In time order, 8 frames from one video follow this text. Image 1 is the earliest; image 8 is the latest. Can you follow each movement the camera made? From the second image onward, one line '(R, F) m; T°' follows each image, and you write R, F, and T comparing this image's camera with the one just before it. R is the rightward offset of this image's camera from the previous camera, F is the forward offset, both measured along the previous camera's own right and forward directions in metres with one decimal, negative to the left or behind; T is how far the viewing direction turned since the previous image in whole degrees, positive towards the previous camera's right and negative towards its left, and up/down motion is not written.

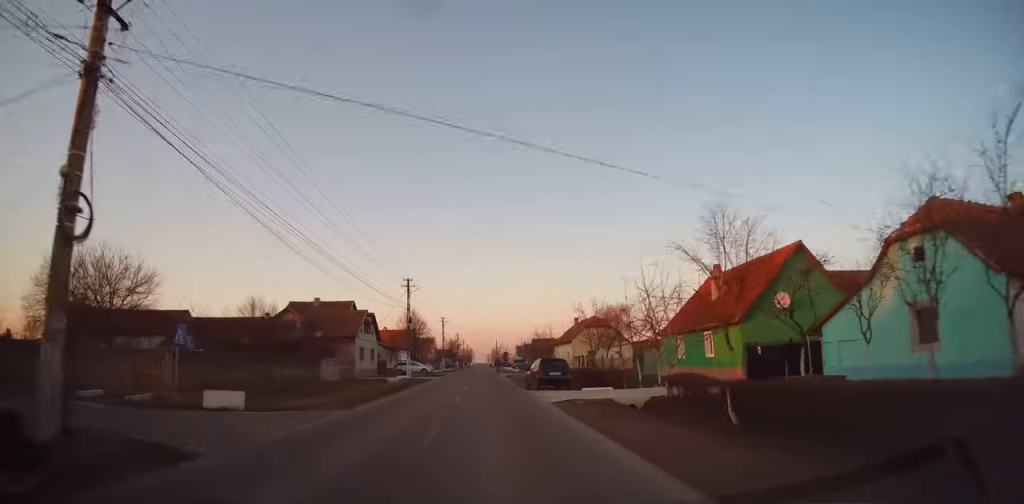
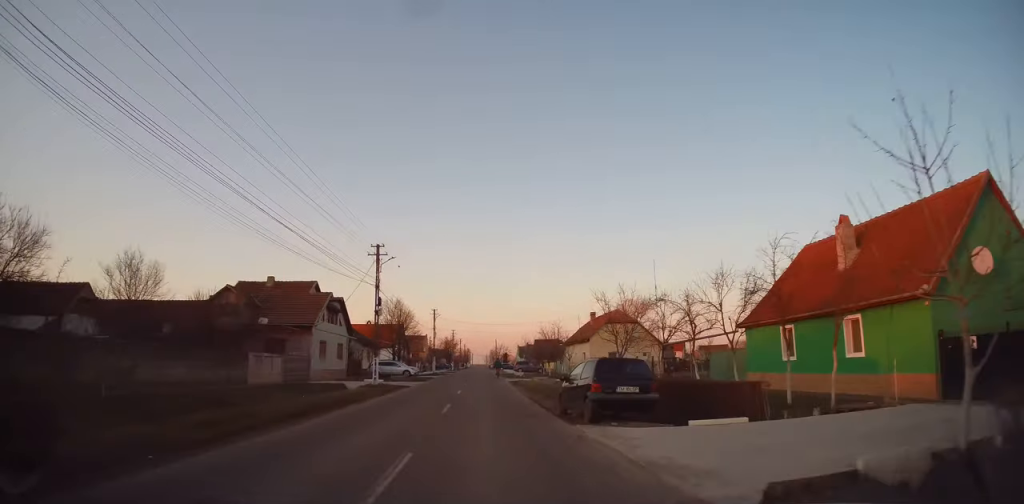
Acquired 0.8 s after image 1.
(0.0, +12.4) m; -1°
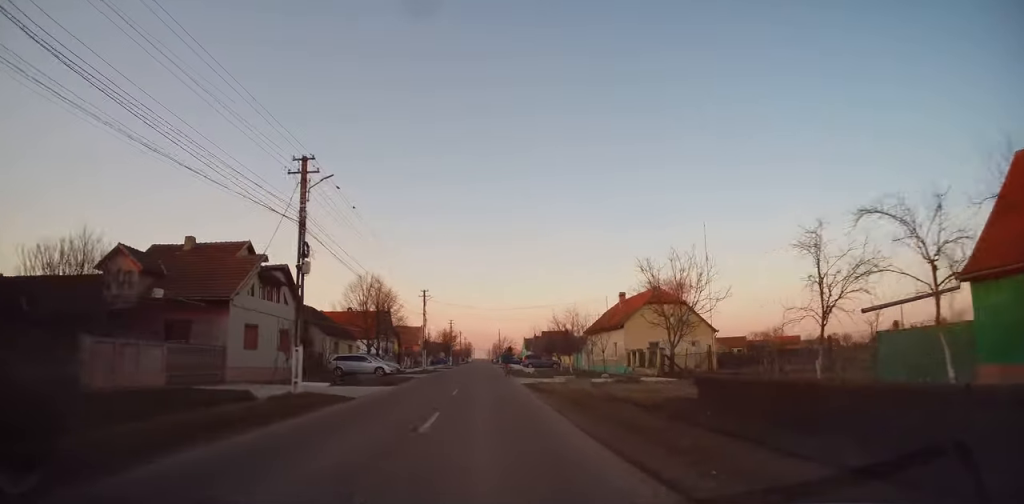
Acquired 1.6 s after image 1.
(-0.2, +13.3) m; 0°
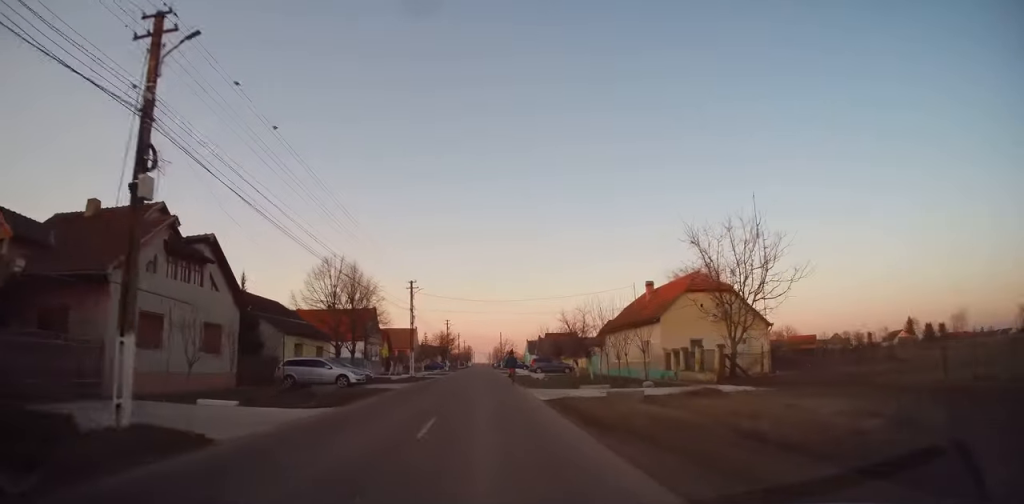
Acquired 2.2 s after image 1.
(0.0, +9.2) m; 0°
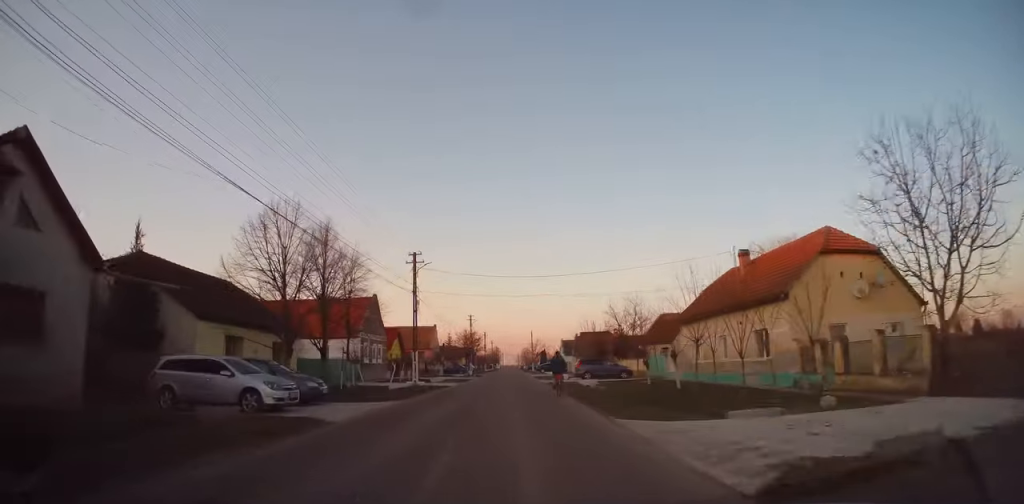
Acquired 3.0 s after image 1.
(+0.3, +12.7) m; -1°
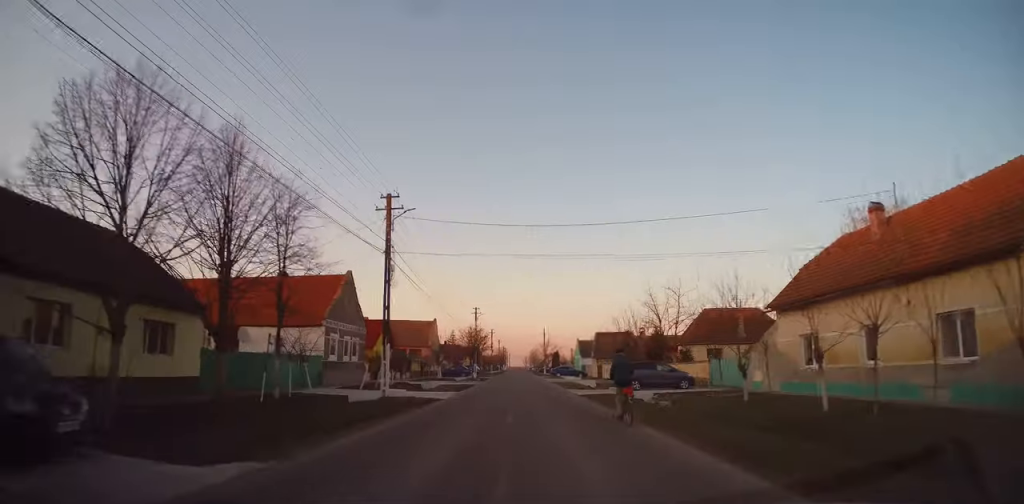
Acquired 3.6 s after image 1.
(-0.5, +11.3) m; -1°
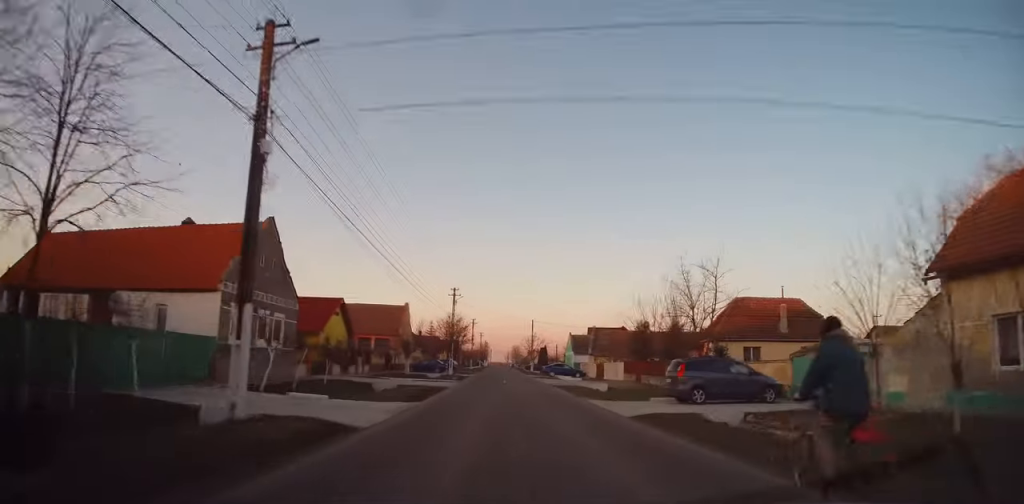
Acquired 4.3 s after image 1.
(0.0, +10.9) m; 0°
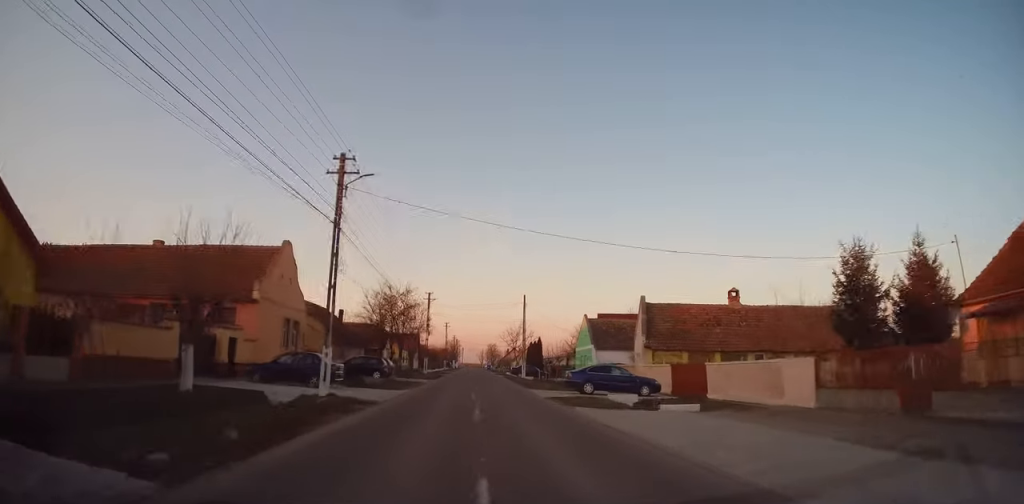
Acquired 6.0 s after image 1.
(+0.6, +31.1) m; +2°
